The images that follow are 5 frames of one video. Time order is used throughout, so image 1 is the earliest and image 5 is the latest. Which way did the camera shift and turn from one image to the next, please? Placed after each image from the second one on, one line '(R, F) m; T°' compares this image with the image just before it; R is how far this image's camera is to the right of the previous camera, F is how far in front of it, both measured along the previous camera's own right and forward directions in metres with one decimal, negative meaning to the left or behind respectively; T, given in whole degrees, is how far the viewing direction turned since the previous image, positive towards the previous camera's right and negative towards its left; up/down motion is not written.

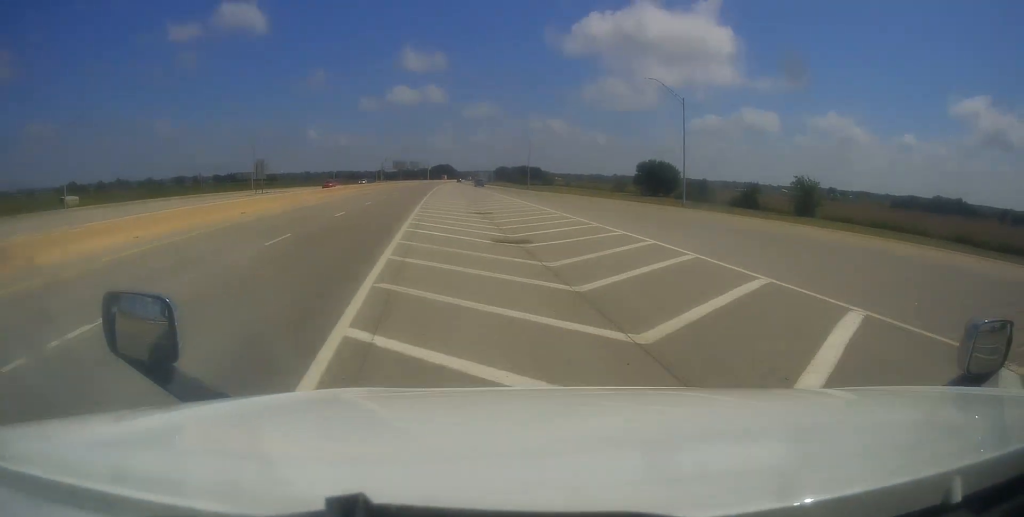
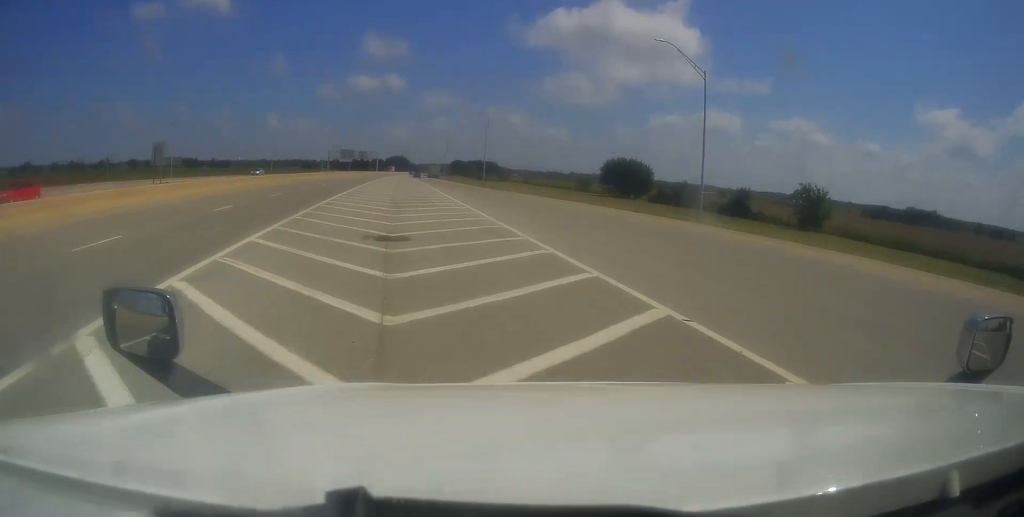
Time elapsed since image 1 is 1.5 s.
(+0.5, +18.0) m; +6°
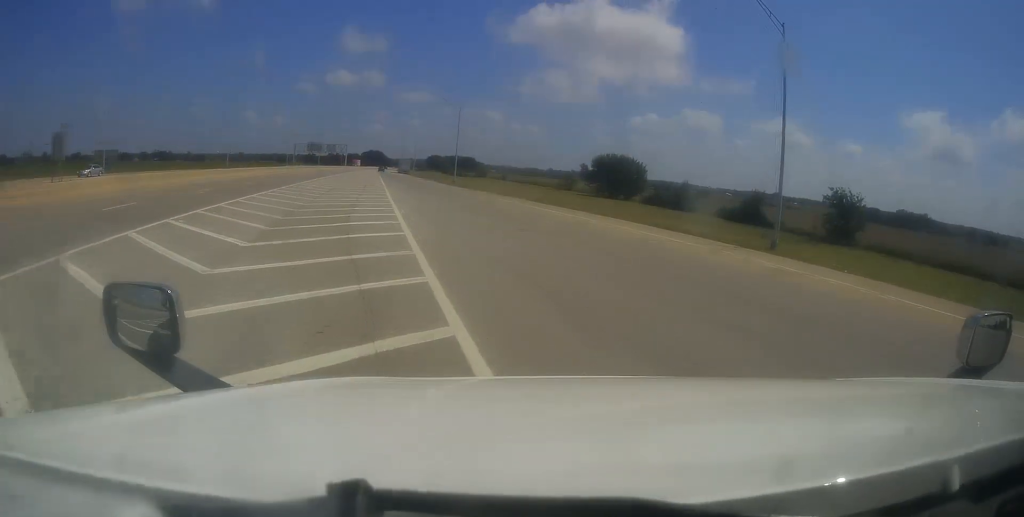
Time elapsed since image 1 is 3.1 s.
(+1.1, +16.2) m; +6°
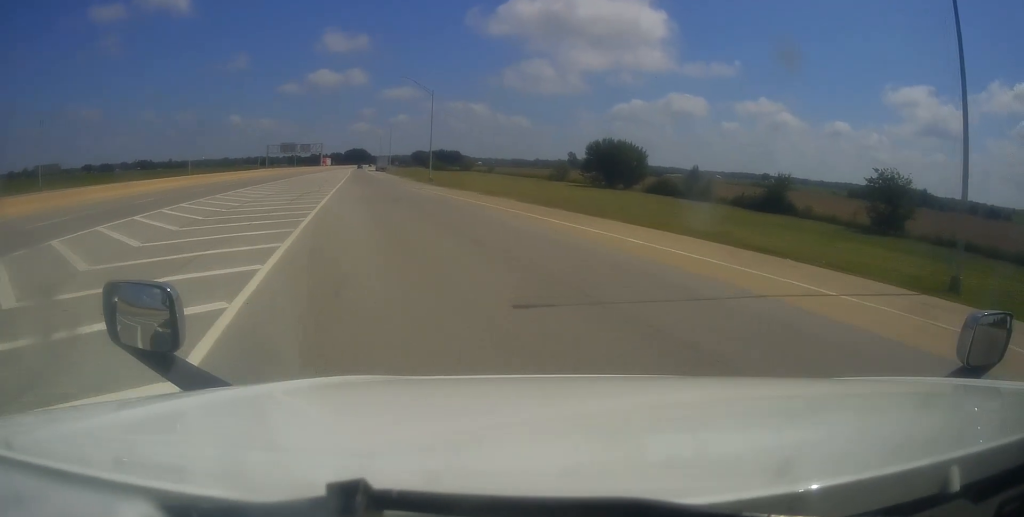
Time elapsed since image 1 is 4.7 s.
(0.0, +13.4) m; +5°
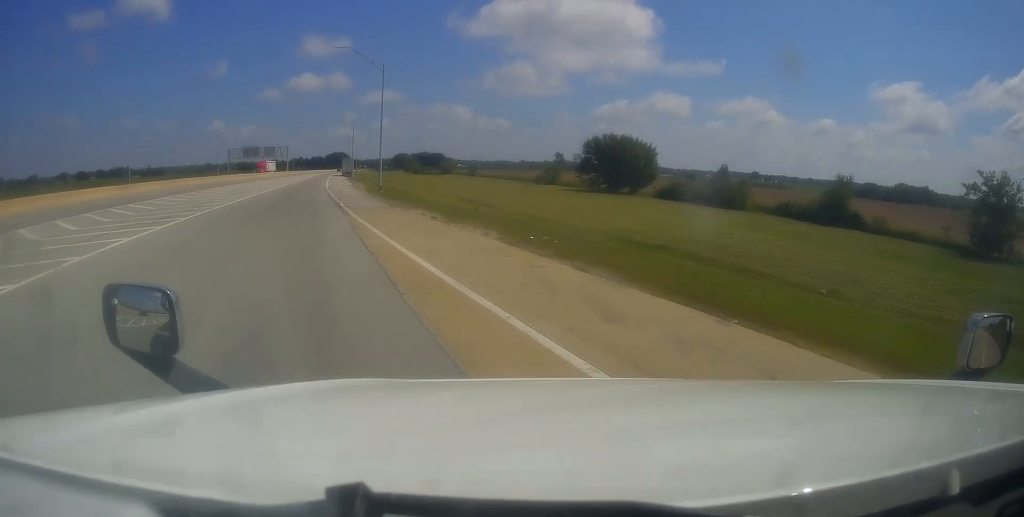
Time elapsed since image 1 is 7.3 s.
(+1.4, +20.5) m; -3°
